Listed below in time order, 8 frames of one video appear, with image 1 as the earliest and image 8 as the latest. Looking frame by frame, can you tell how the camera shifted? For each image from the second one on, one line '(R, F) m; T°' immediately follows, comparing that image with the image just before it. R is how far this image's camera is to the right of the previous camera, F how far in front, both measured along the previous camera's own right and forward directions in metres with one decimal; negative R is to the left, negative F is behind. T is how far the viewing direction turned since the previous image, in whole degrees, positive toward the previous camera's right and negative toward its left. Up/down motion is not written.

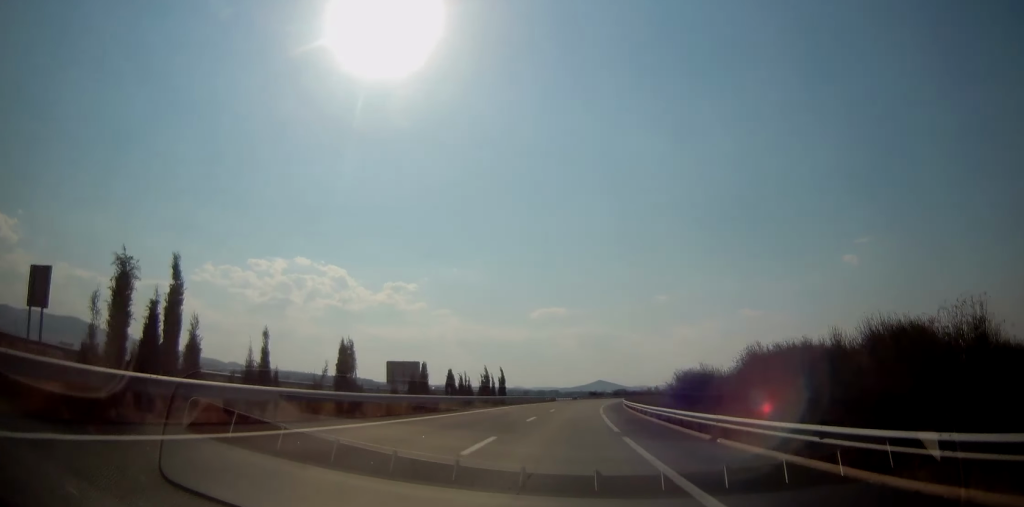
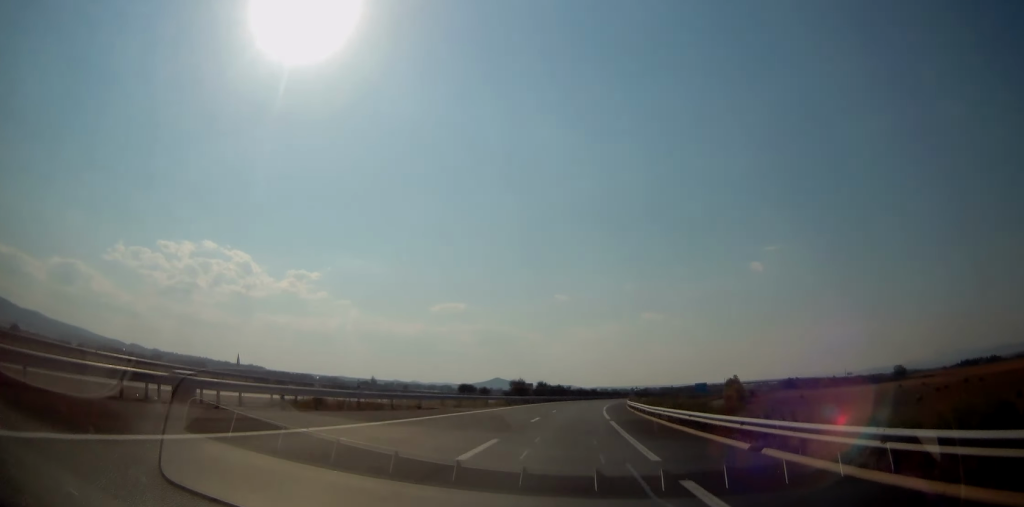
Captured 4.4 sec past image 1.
(+9.0, +152.5) m; +9°
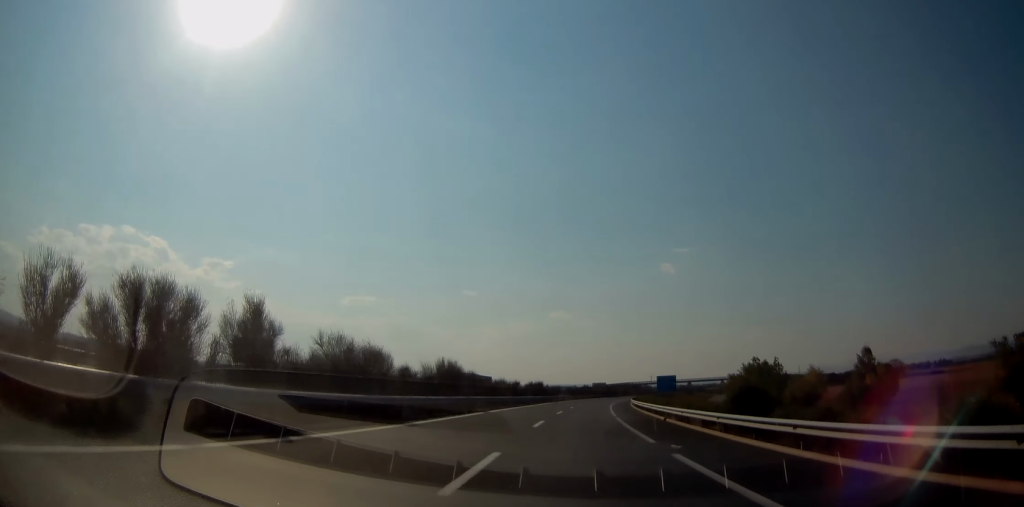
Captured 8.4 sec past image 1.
(+14.2, +137.8) m; +8°
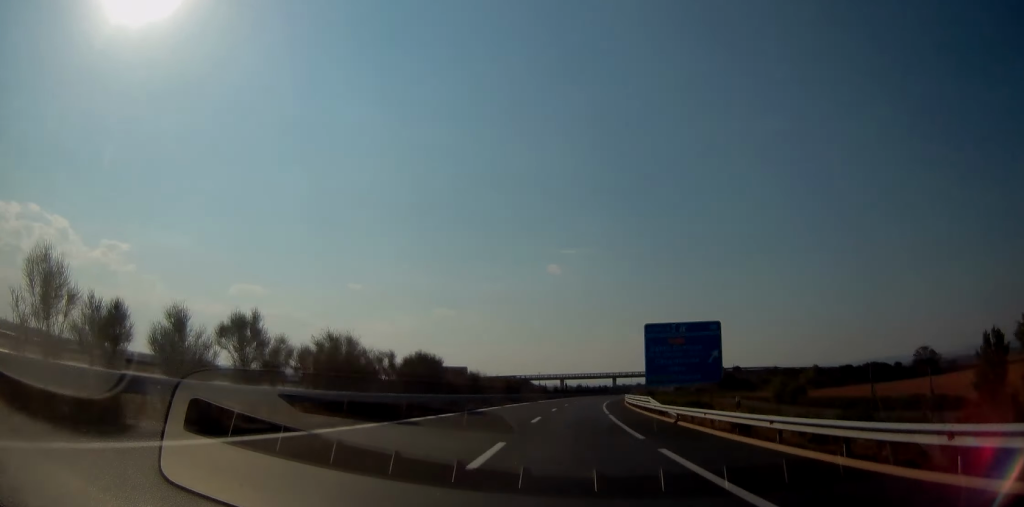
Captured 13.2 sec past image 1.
(+14.2, +165.2) m; +9°
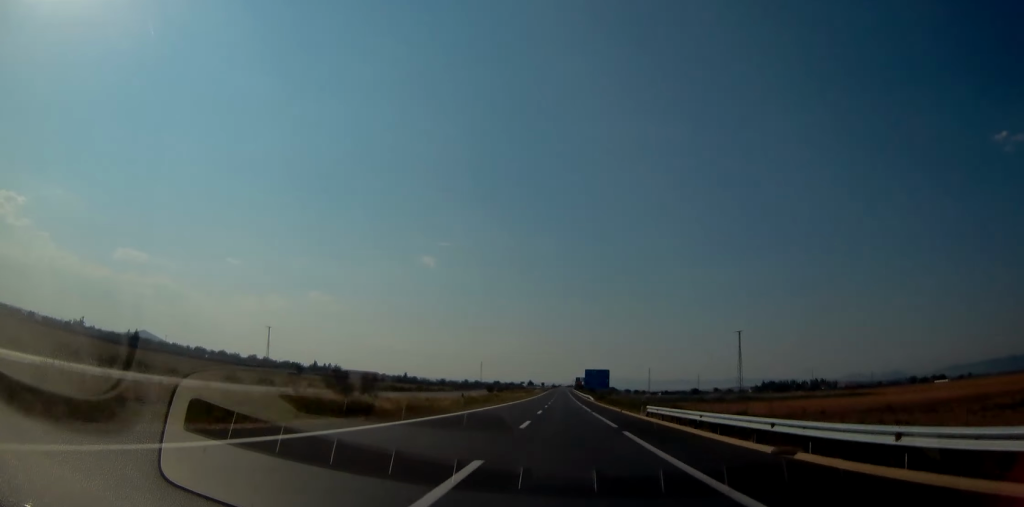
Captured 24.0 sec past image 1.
(+43.1, +372.5) m; +9°
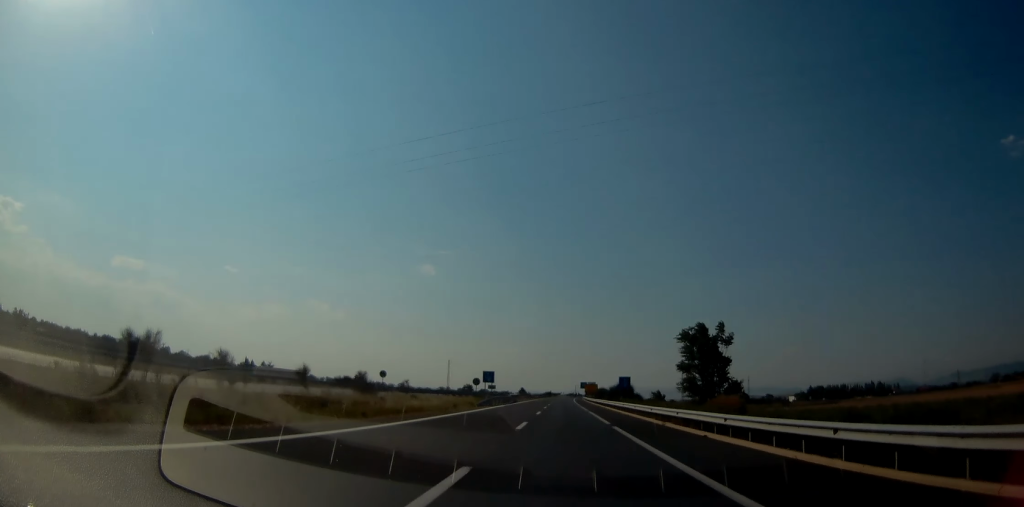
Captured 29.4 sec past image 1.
(0.0, +187.8) m; 0°
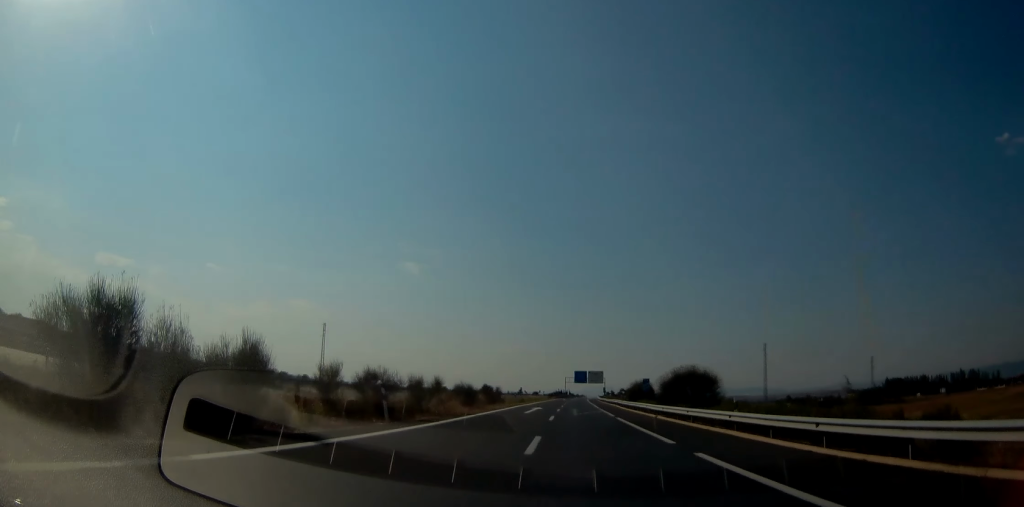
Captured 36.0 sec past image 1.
(+2.9, +229.8) m; +2°
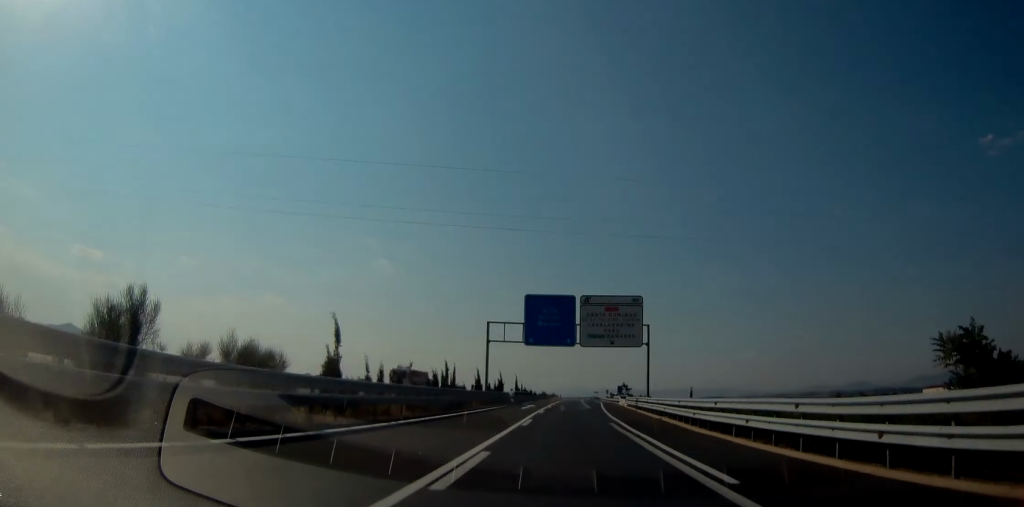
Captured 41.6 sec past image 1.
(+4.3, +195.2) m; +2°
